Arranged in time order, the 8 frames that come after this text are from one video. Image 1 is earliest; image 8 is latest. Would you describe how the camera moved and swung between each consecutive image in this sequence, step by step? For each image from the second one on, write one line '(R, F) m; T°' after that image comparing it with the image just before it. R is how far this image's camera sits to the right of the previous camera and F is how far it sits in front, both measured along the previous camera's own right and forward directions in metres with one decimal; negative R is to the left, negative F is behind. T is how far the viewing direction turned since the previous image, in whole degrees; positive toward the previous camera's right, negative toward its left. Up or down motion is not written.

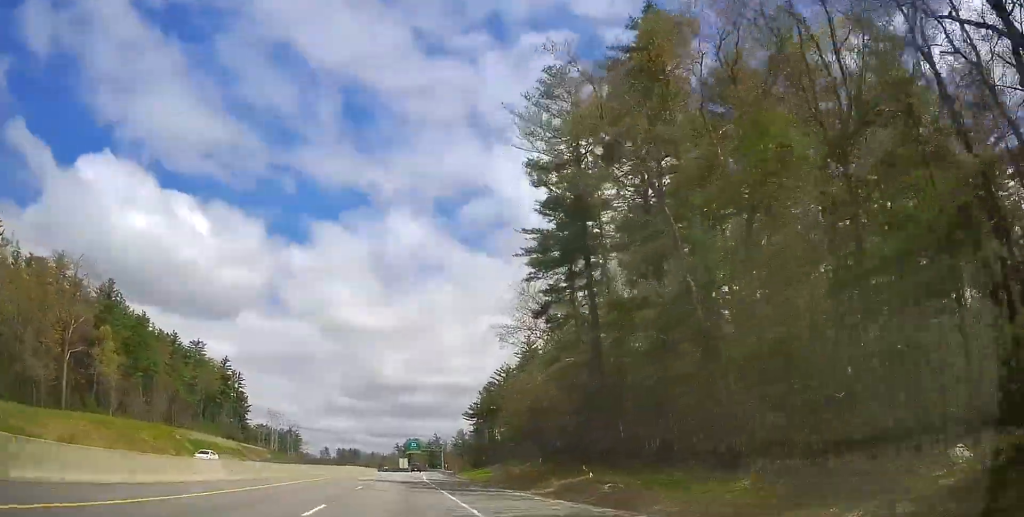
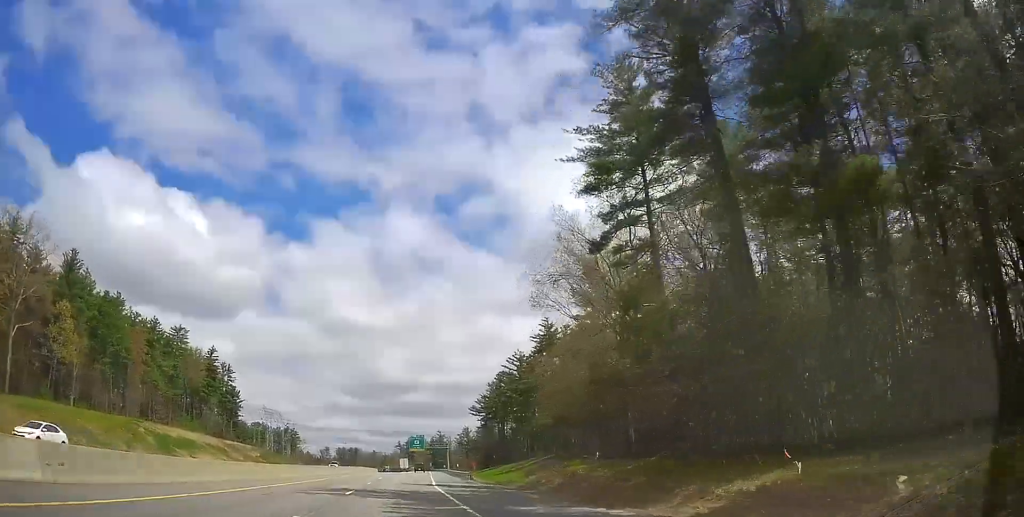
(+0.1, +16.6) m; 0°
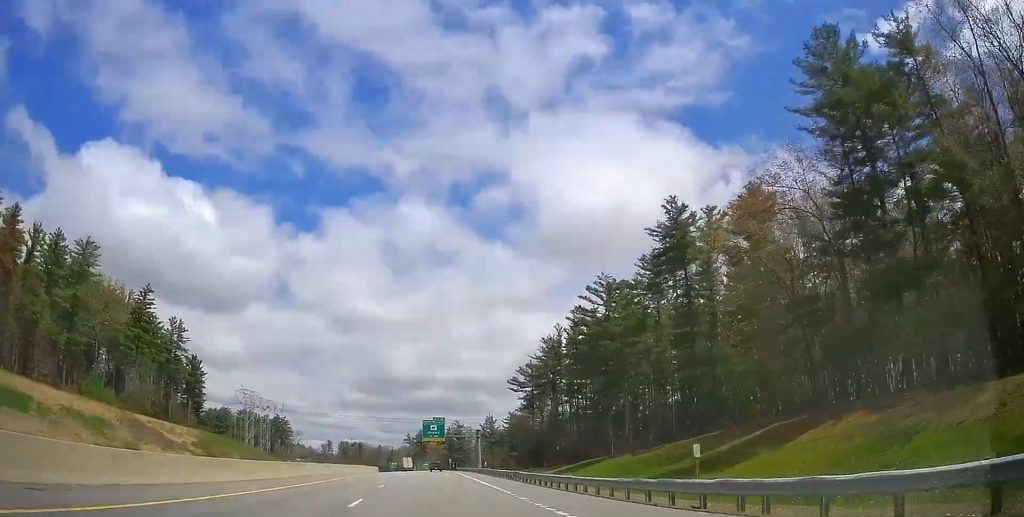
(0.0, +58.1) m; +1°
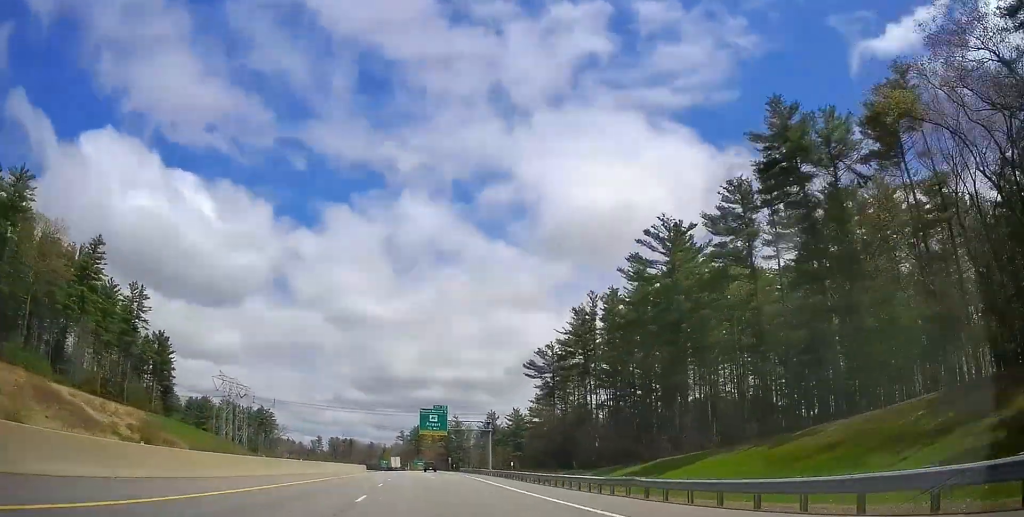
(+0.2, +23.9) m; 0°
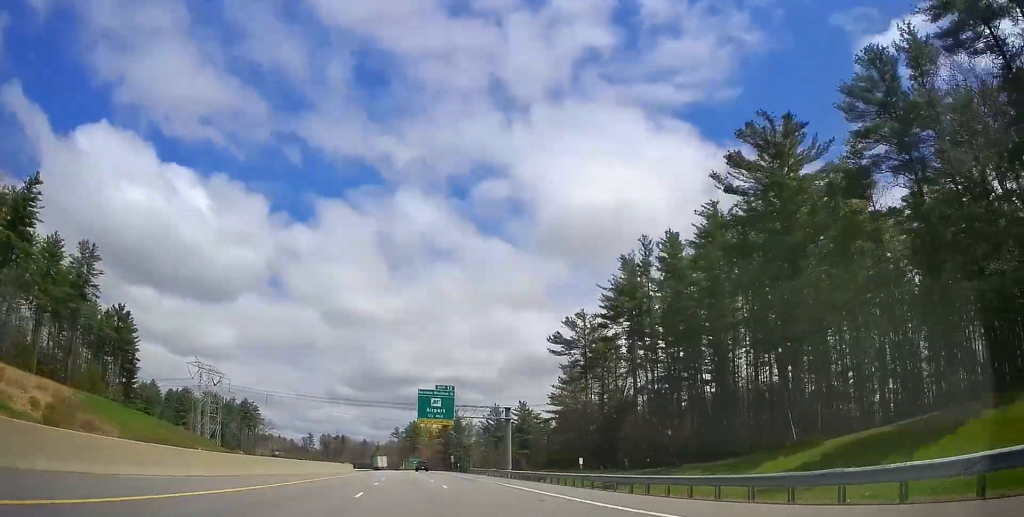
(-0.2, +23.4) m; -1°
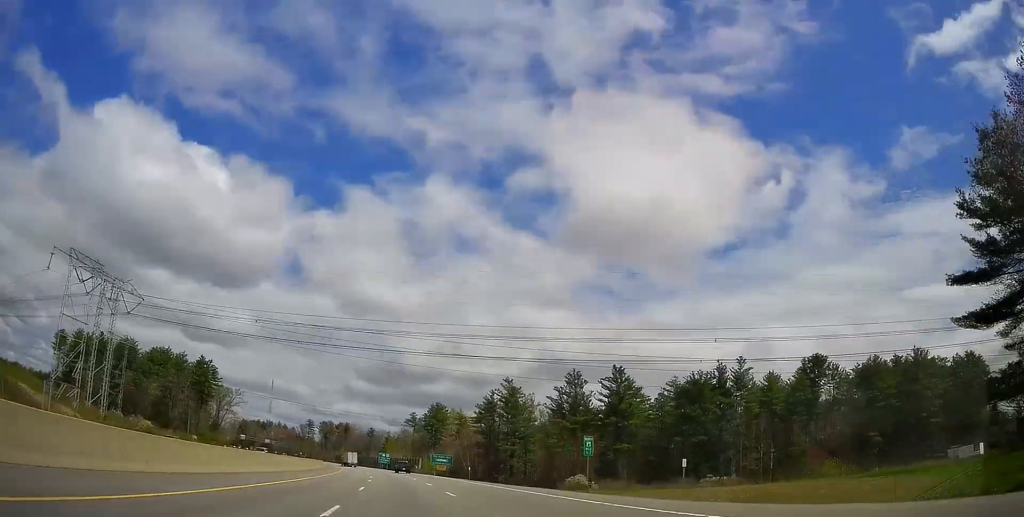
(-0.7, +85.8) m; -1°
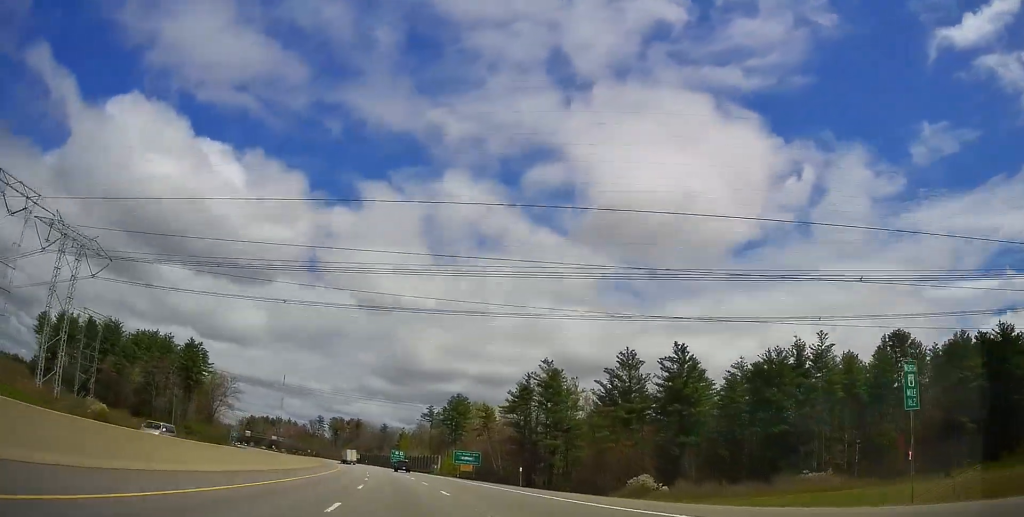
(-0.5, +25.1) m; -1°
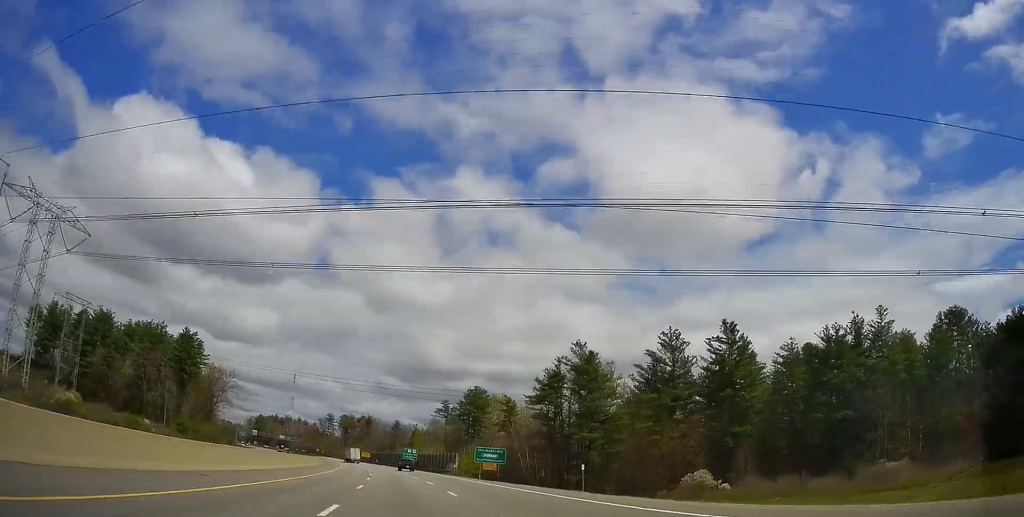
(0.0, +14.4) m; 0°
